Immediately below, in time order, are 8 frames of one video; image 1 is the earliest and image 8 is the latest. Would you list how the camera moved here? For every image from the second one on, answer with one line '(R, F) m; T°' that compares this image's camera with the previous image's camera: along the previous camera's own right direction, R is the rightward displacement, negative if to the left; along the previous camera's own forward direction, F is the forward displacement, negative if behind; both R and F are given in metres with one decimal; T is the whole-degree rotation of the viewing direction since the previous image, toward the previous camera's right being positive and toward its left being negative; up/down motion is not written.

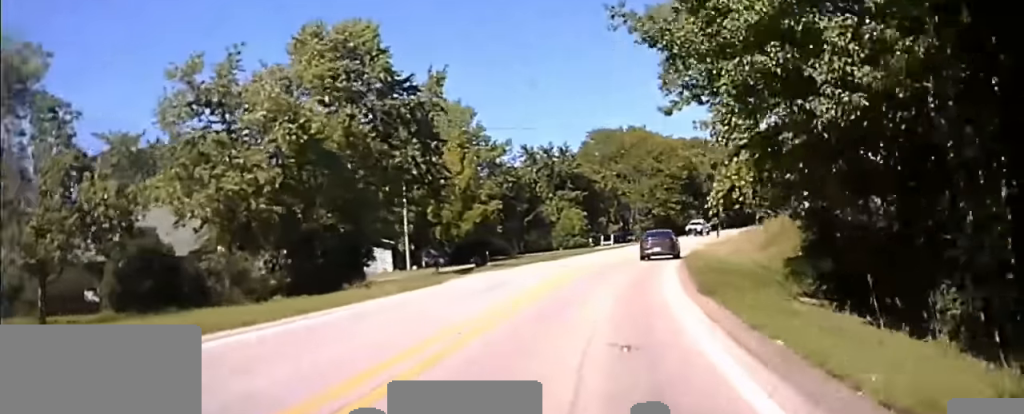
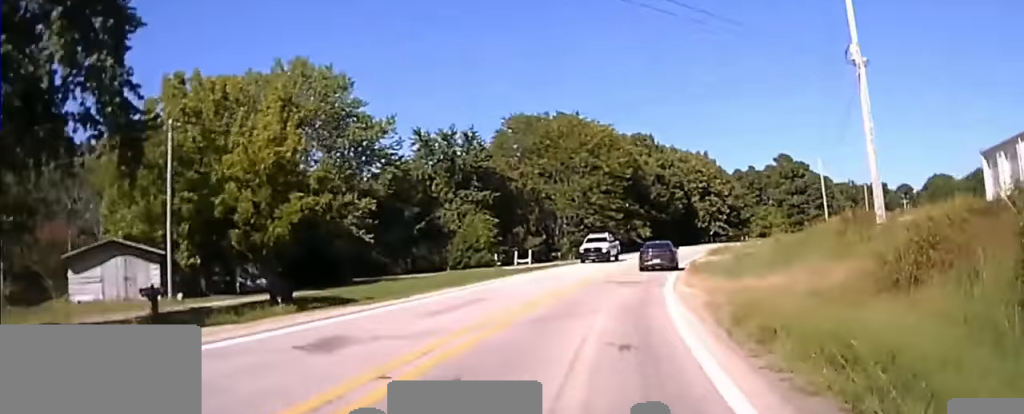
(+0.7, +26.2) m; +5°
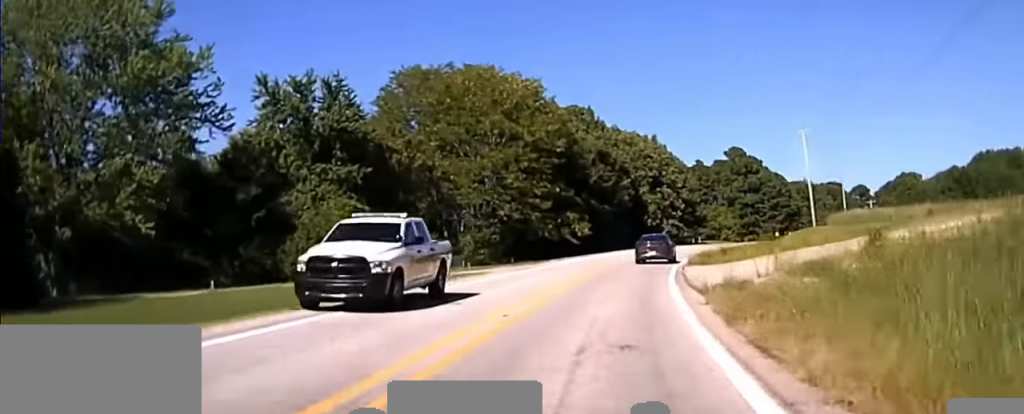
(+1.4, +29.4) m; +5°
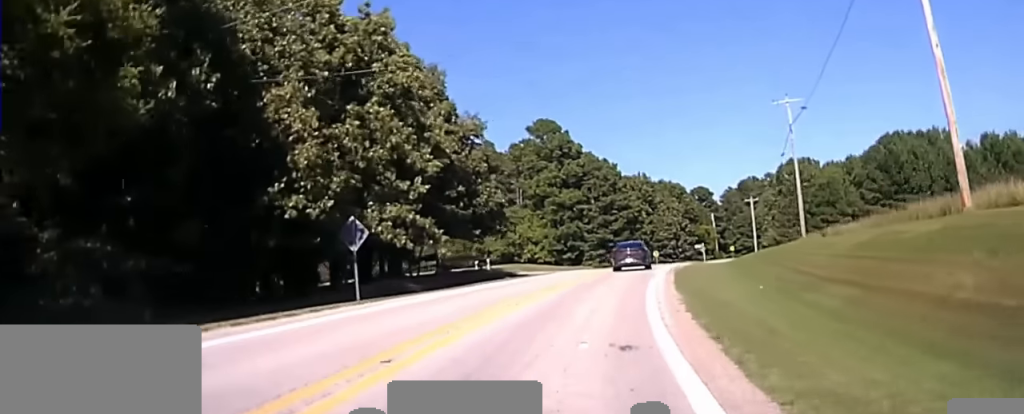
(+11.5, +90.2) m; +15°
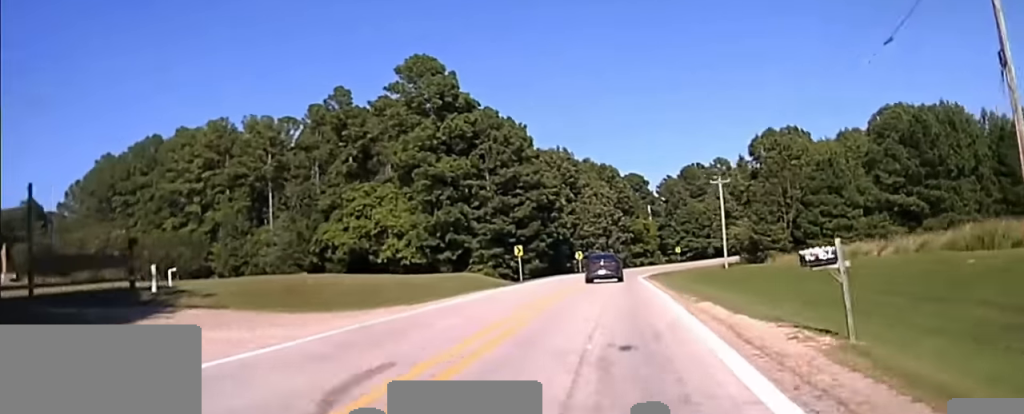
(+3.5, +55.7) m; +5°
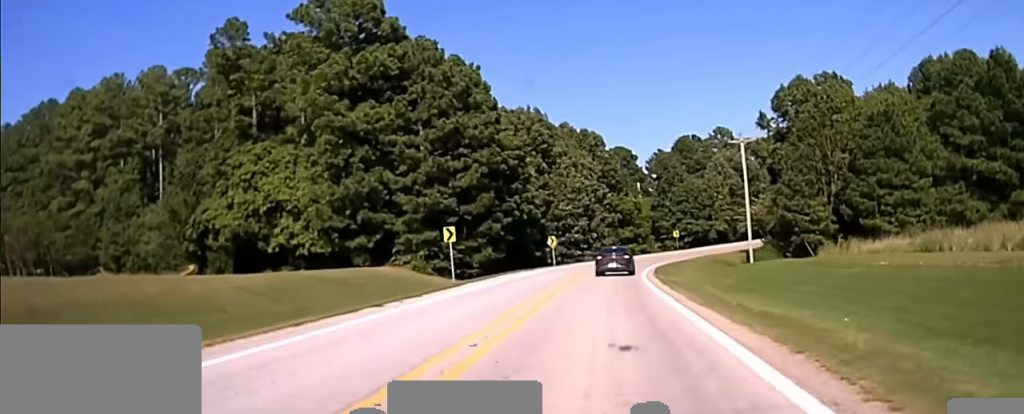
(+0.3, +27.3) m; +2°
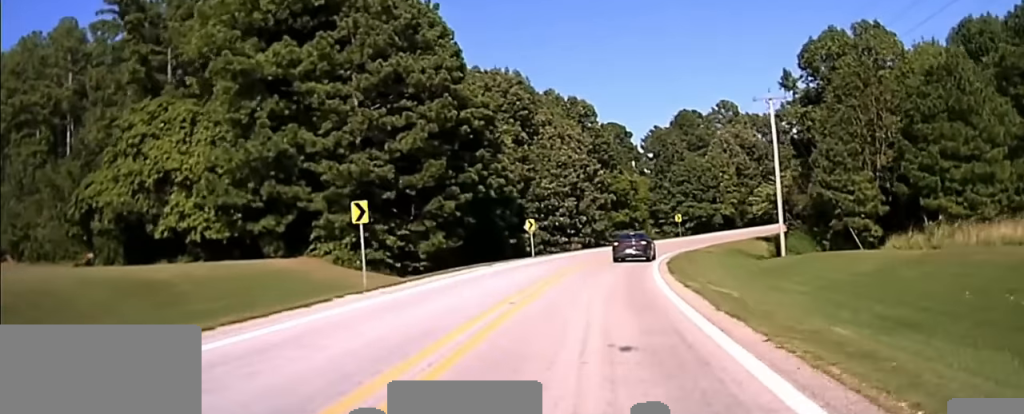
(+0.3, +14.3) m; +1°
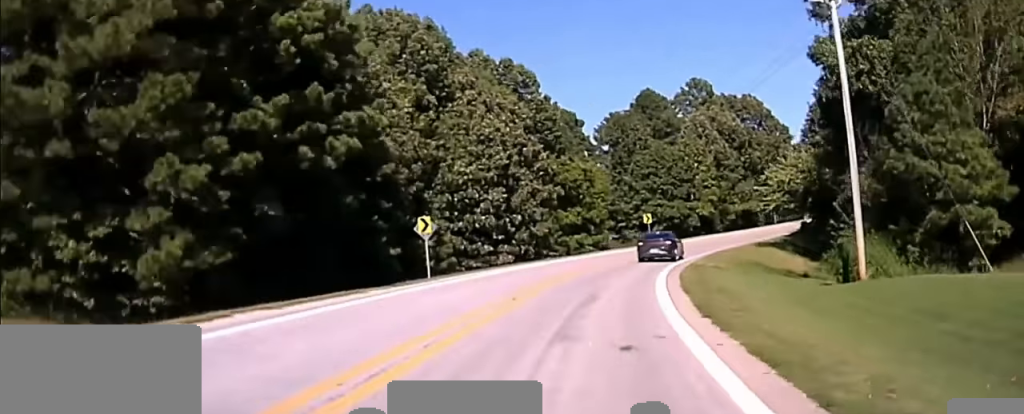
(+0.4, +23.1) m; +3°
